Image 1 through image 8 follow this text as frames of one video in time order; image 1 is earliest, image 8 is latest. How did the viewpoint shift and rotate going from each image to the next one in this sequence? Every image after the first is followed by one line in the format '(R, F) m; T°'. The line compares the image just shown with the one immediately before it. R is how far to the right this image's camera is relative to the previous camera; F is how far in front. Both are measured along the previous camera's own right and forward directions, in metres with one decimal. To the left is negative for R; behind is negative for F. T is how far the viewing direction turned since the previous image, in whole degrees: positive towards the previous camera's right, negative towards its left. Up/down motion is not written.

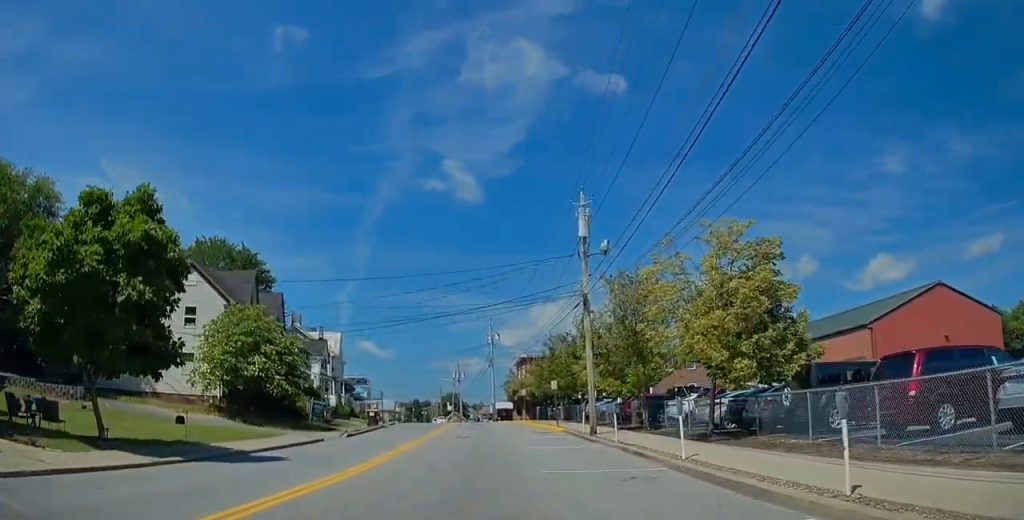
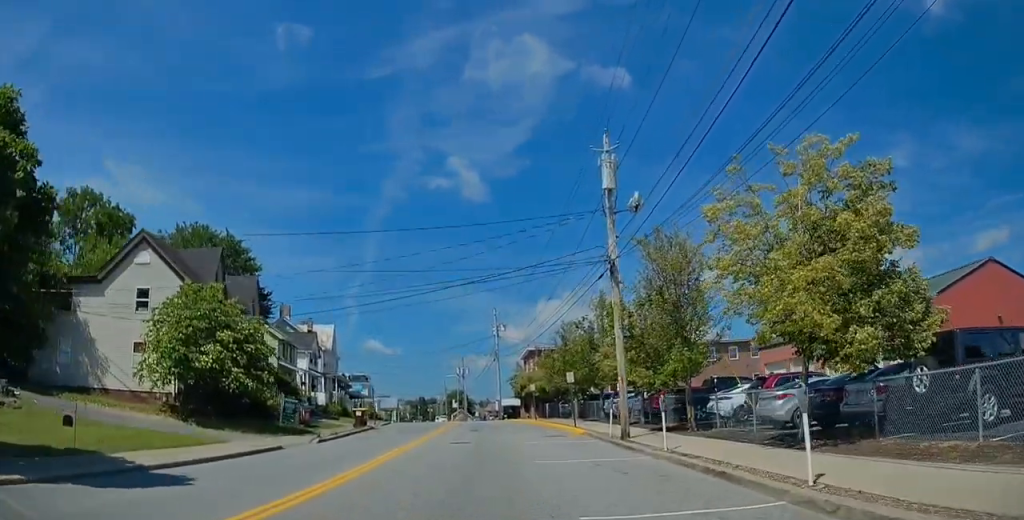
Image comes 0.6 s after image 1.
(0.0, +6.1) m; 0°
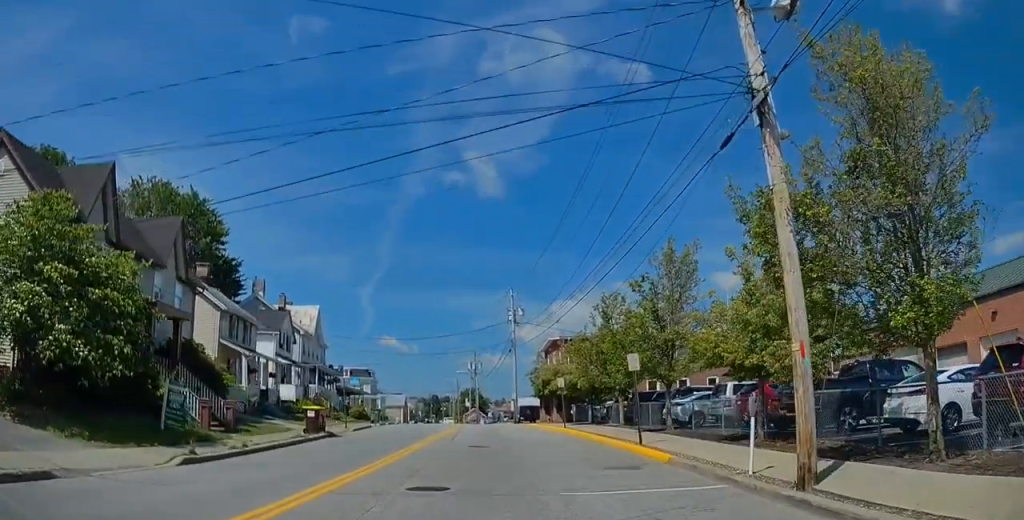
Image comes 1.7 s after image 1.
(+0.1, +12.3) m; -1°
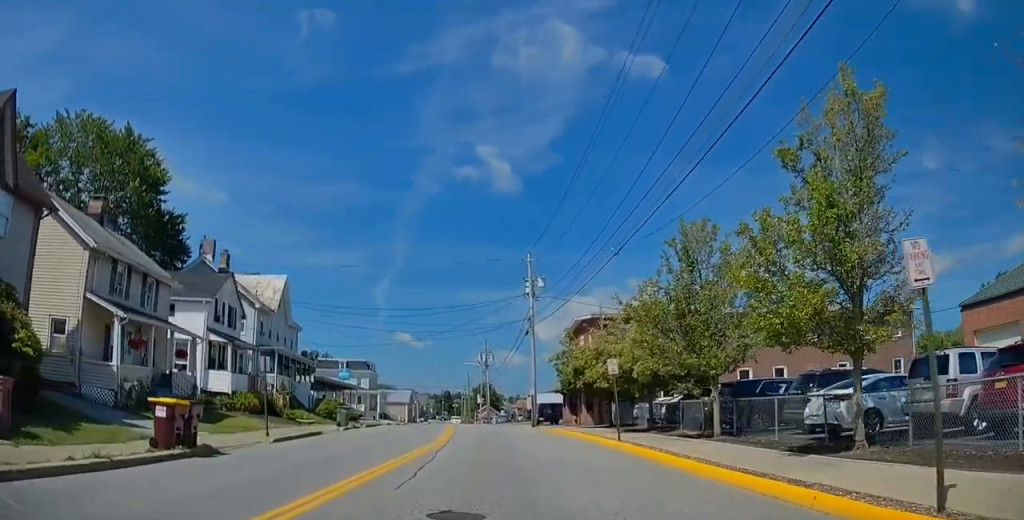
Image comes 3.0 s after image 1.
(-0.4, +13.6) m; -3°
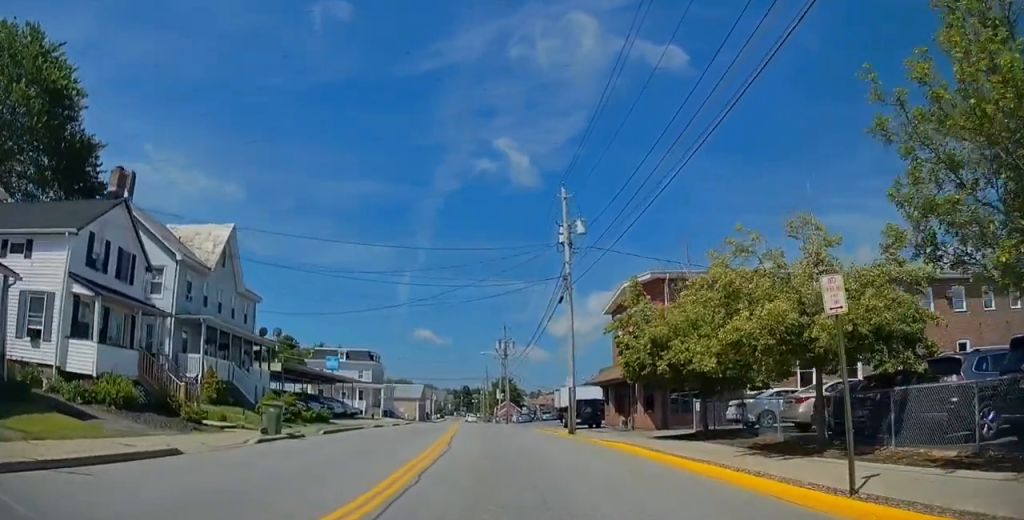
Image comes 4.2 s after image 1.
(-0.2, +13.9) m; -1°
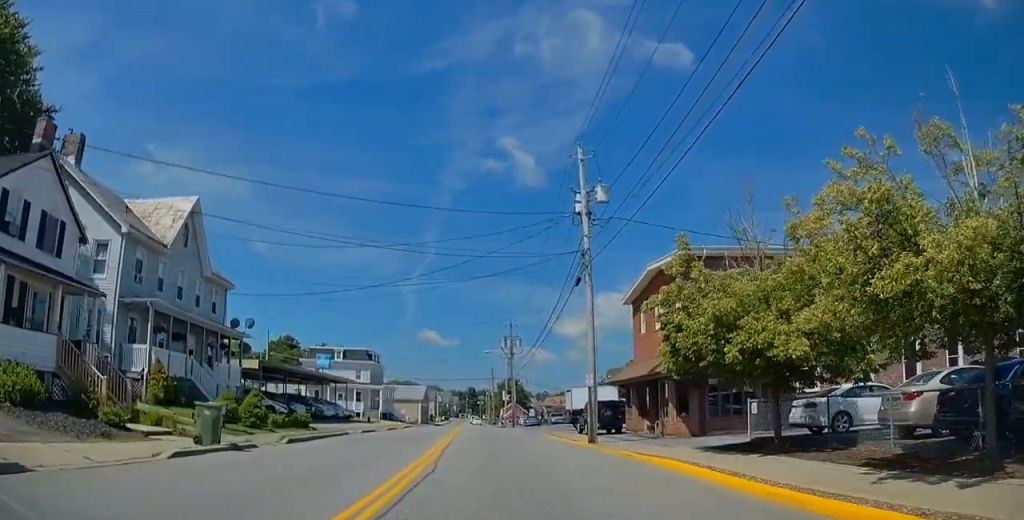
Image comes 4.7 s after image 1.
(0.0, +5.3) m; 0°
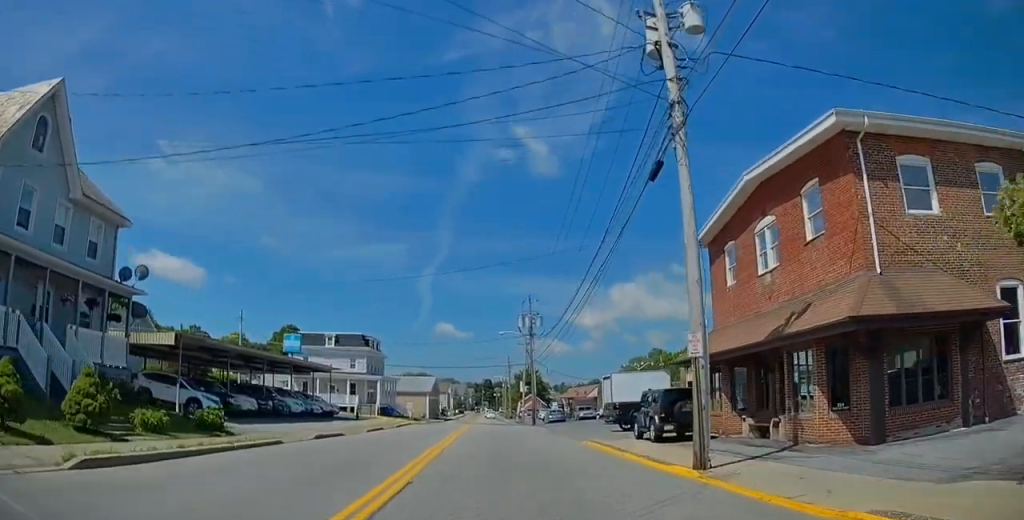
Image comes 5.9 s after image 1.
(+0.1, +12.9) m; 0°
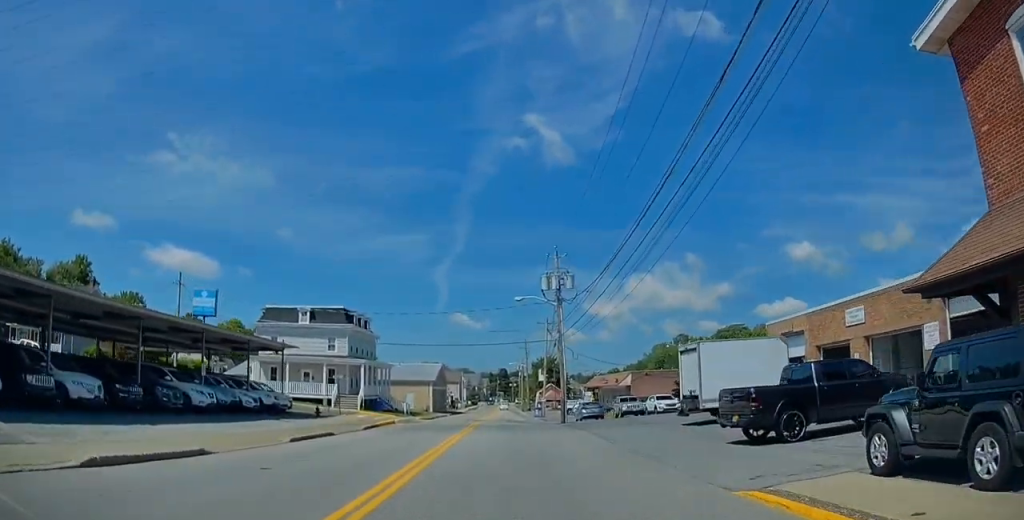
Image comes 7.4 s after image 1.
(-0.1, +16.0) m; 0°
